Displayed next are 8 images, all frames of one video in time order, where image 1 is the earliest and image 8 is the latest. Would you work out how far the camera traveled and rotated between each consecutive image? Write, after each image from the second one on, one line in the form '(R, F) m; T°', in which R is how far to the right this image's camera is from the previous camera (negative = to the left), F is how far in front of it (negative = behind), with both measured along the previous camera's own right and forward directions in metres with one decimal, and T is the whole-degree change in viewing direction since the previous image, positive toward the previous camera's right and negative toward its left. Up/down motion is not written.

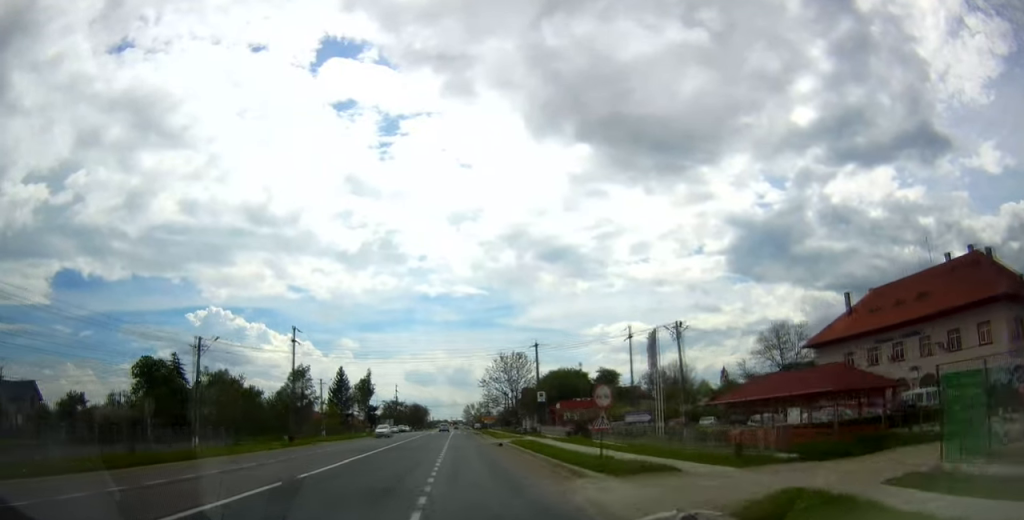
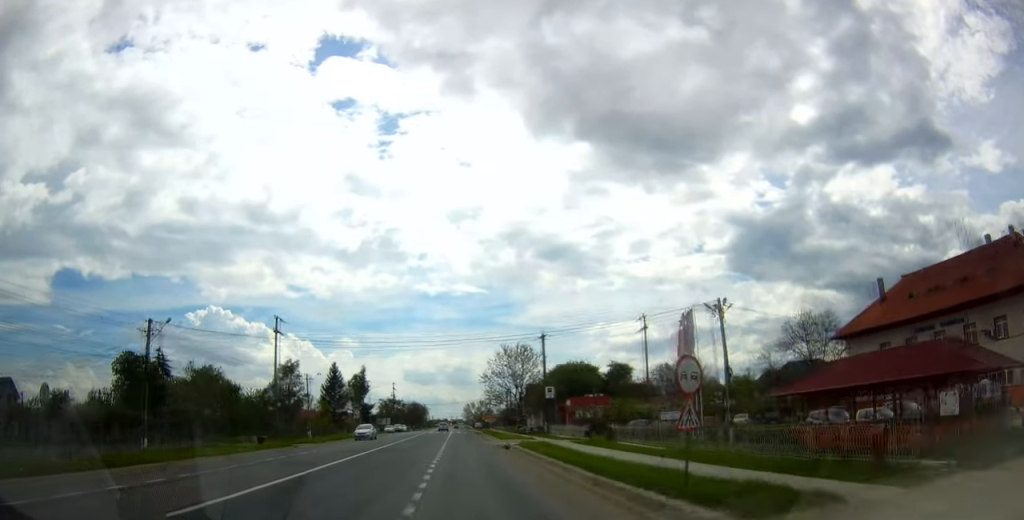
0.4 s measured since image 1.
(+0.1, +7.1) m; 0°
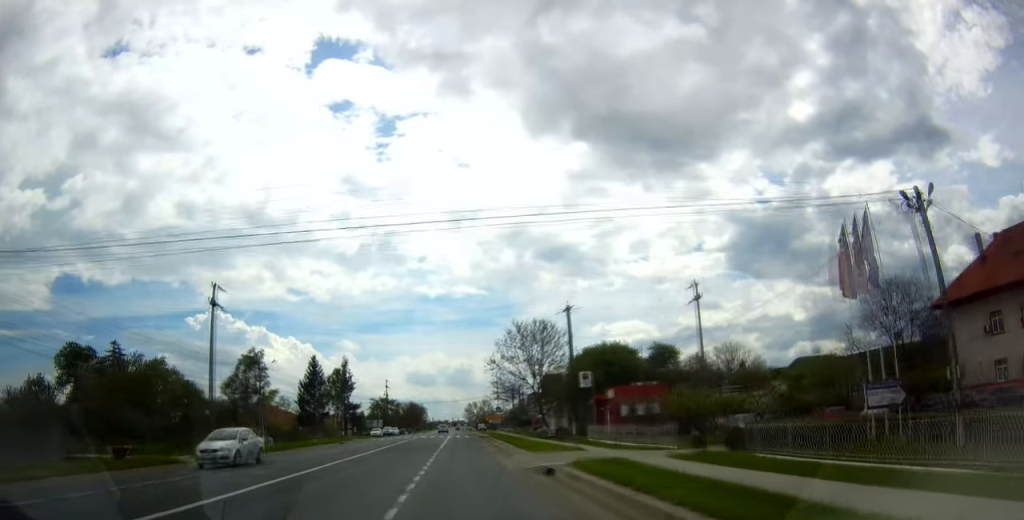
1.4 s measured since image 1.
(-0.3, +18.3) m; 0°
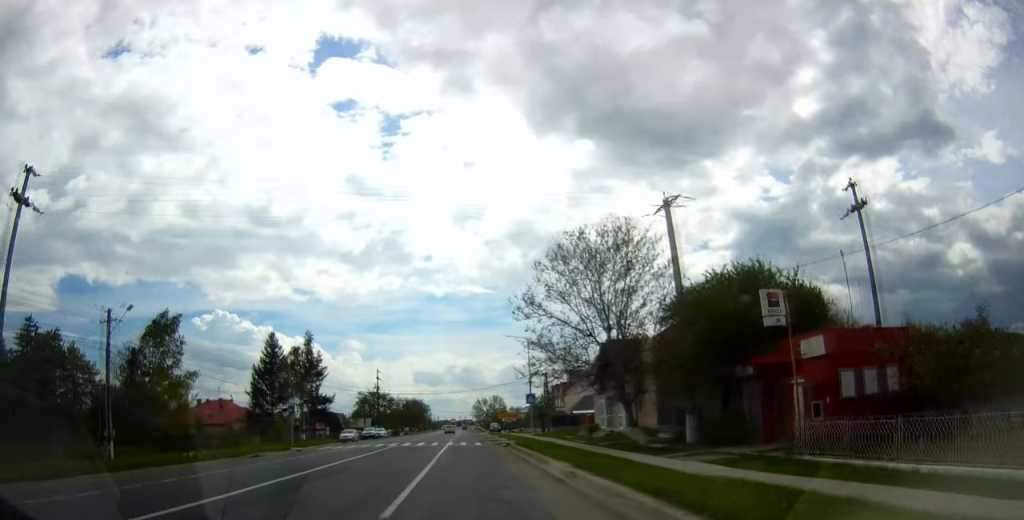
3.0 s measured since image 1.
(-0.3, +27.5) m; -1°
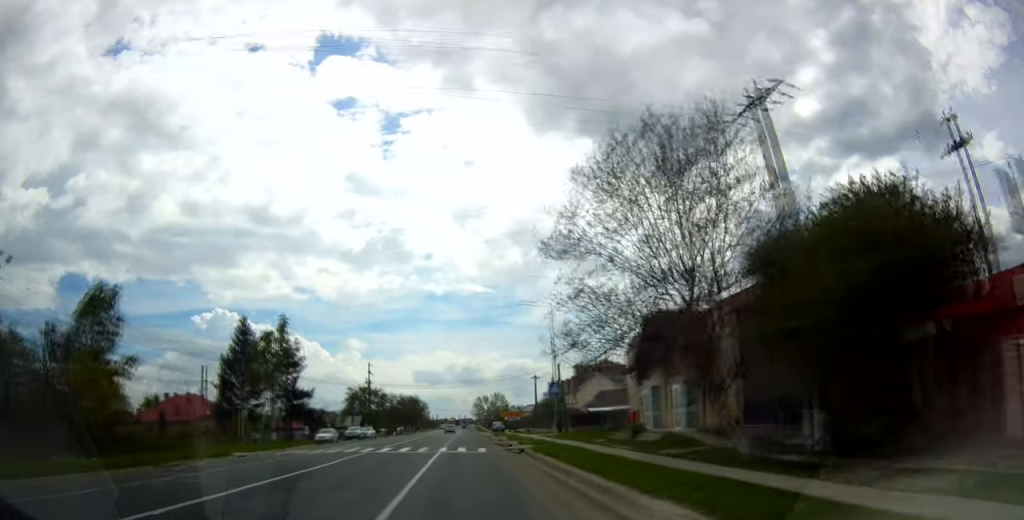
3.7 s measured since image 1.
(0.0, +10.9) m; 0°
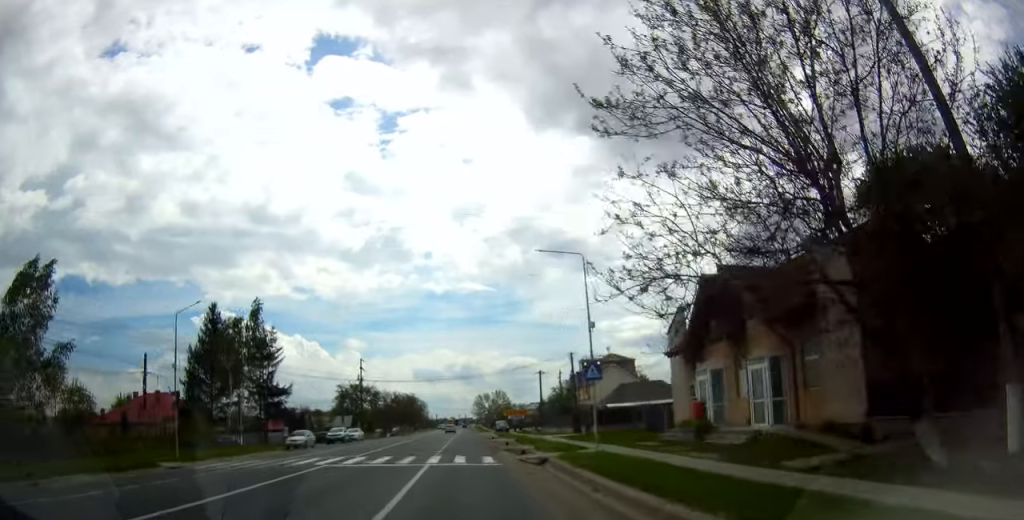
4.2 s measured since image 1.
(+0.3, +8.8) m; 0°
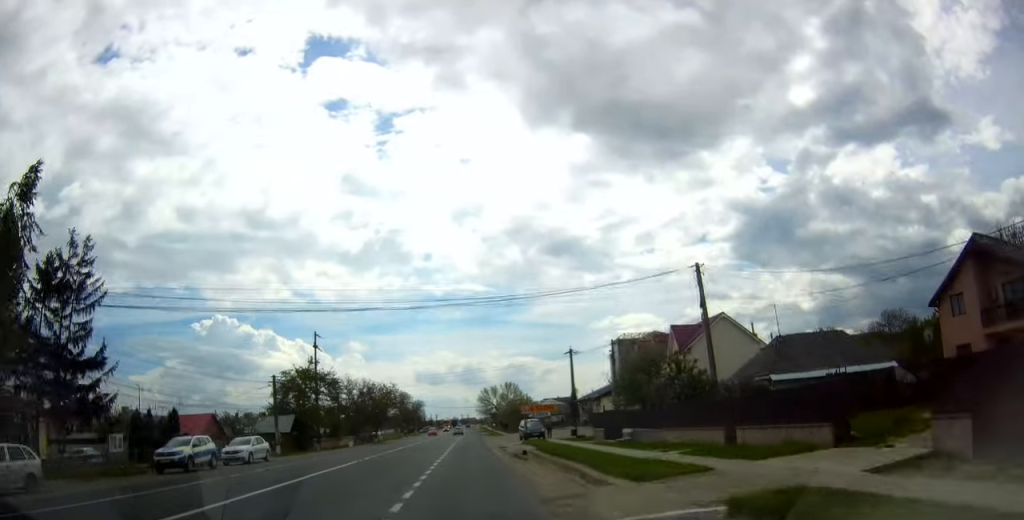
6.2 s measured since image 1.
(-0.5, +34.2) m; +2°
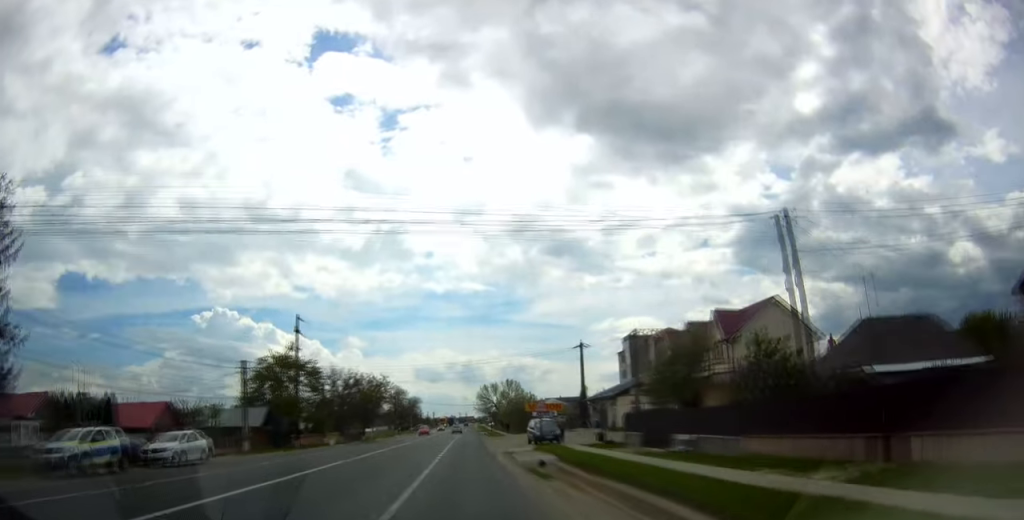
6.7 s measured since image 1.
(+0.2, +8.2) m; 0°
